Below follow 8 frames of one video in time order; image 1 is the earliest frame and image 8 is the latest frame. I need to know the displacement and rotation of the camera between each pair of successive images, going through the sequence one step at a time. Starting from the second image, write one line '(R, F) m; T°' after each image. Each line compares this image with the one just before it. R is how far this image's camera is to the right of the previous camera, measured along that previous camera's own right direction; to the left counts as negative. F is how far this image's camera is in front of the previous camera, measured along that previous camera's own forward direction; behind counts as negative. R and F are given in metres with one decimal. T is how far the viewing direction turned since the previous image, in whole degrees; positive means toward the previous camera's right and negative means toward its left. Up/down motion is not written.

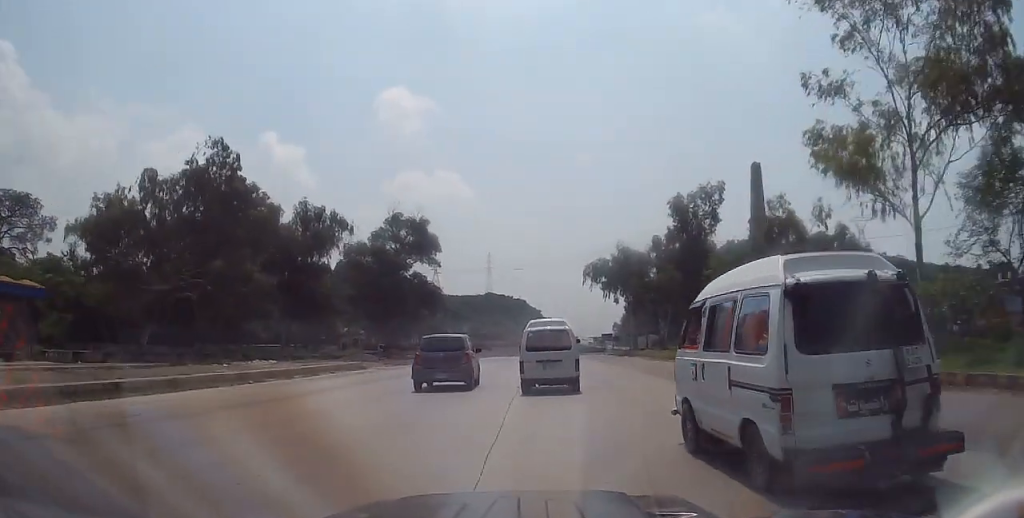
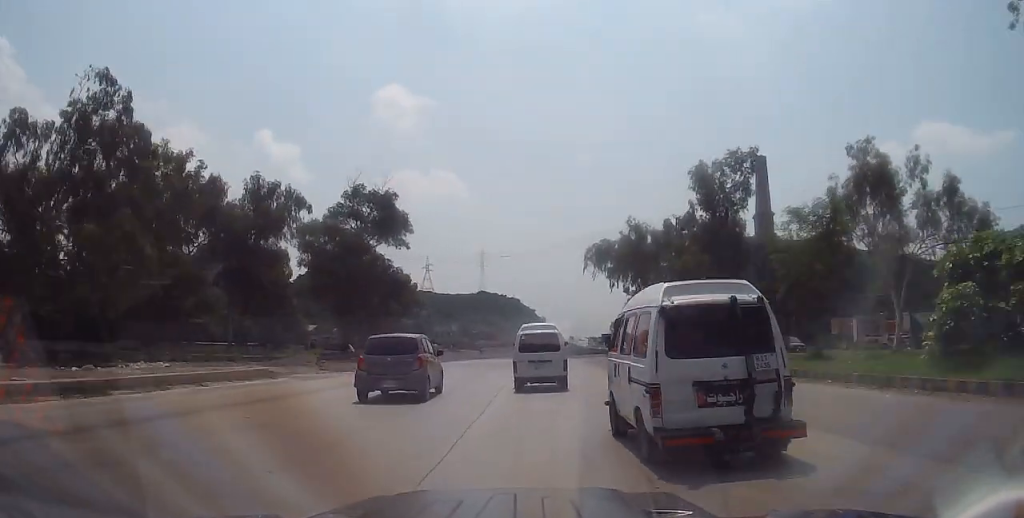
(-0.2, +12.0) m; -1°
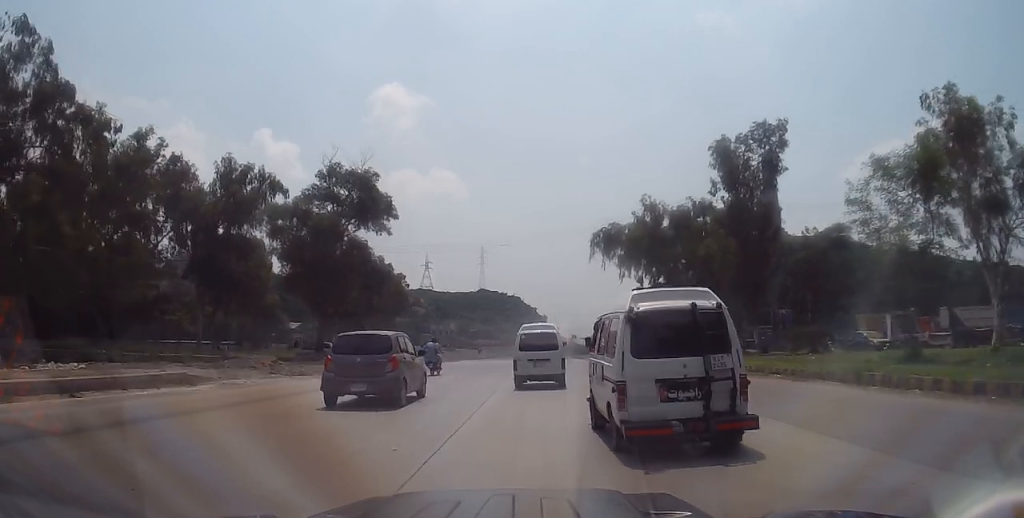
(-0.2, +6.5) m; 0°
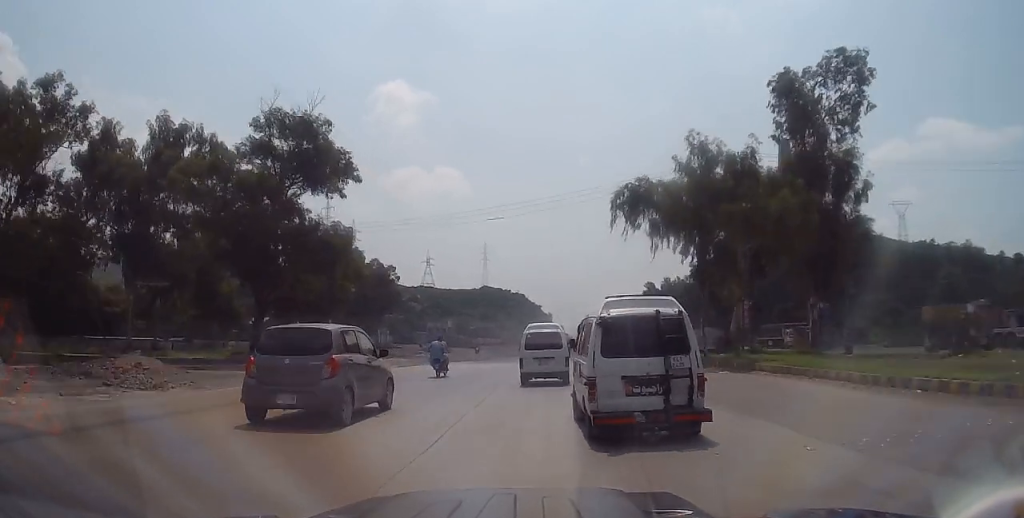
(+0.4, +12.0) m; +1°
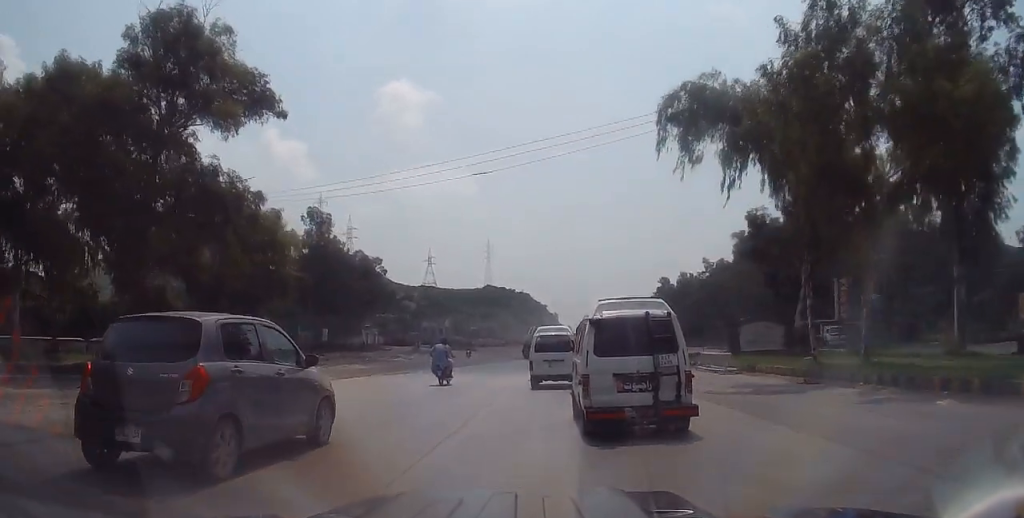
(-0.1, +12.7) m; -1°
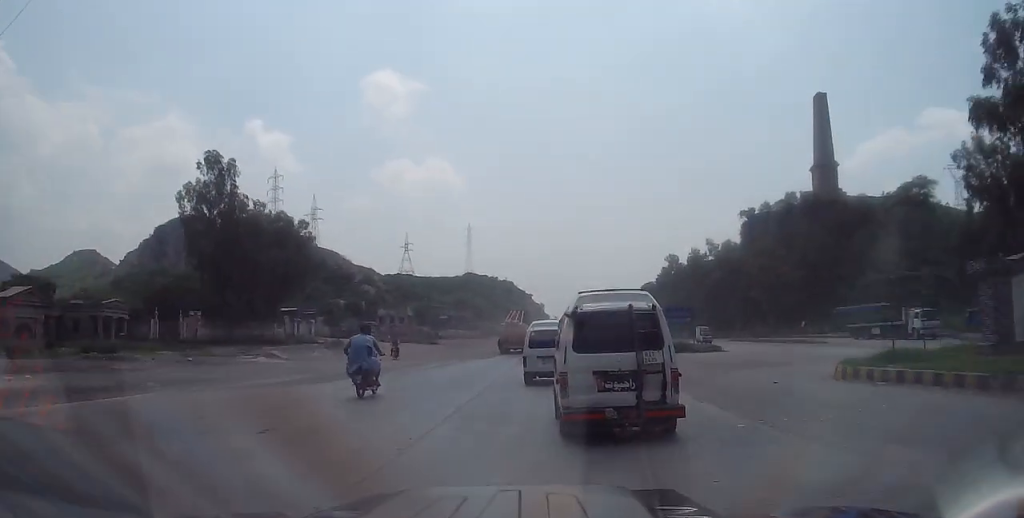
(-0.6, +25.4) m; 0°
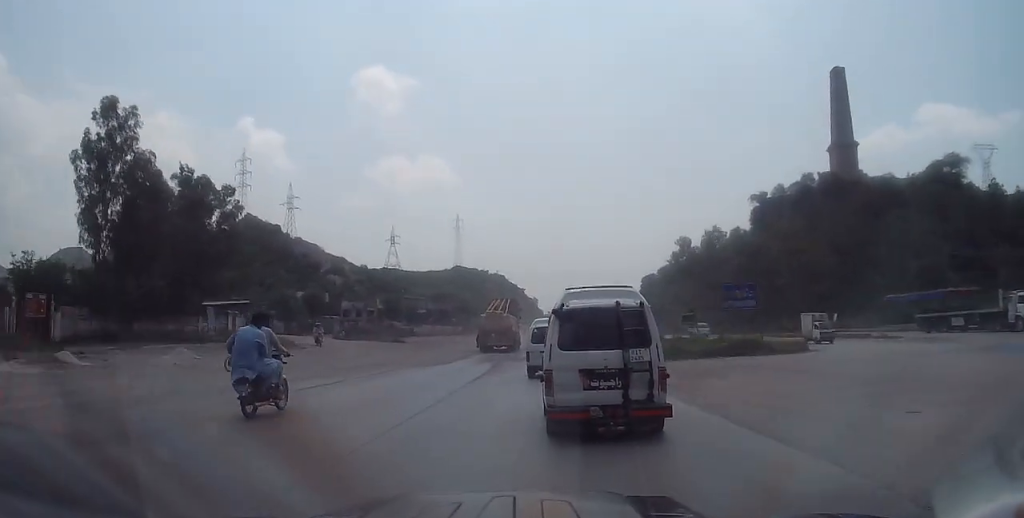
(+0.4, +17.2) m; +1°
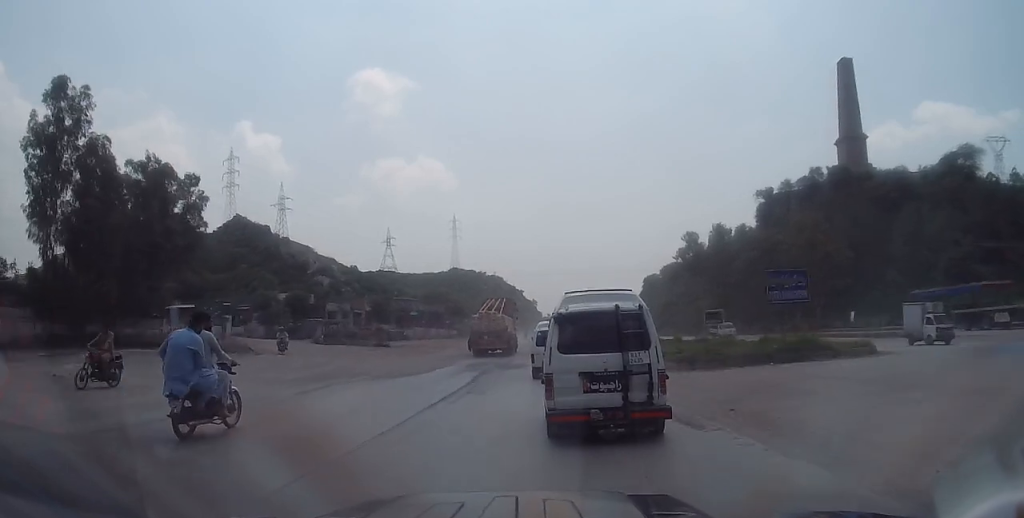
(0.0, +6.6) m; 0°
